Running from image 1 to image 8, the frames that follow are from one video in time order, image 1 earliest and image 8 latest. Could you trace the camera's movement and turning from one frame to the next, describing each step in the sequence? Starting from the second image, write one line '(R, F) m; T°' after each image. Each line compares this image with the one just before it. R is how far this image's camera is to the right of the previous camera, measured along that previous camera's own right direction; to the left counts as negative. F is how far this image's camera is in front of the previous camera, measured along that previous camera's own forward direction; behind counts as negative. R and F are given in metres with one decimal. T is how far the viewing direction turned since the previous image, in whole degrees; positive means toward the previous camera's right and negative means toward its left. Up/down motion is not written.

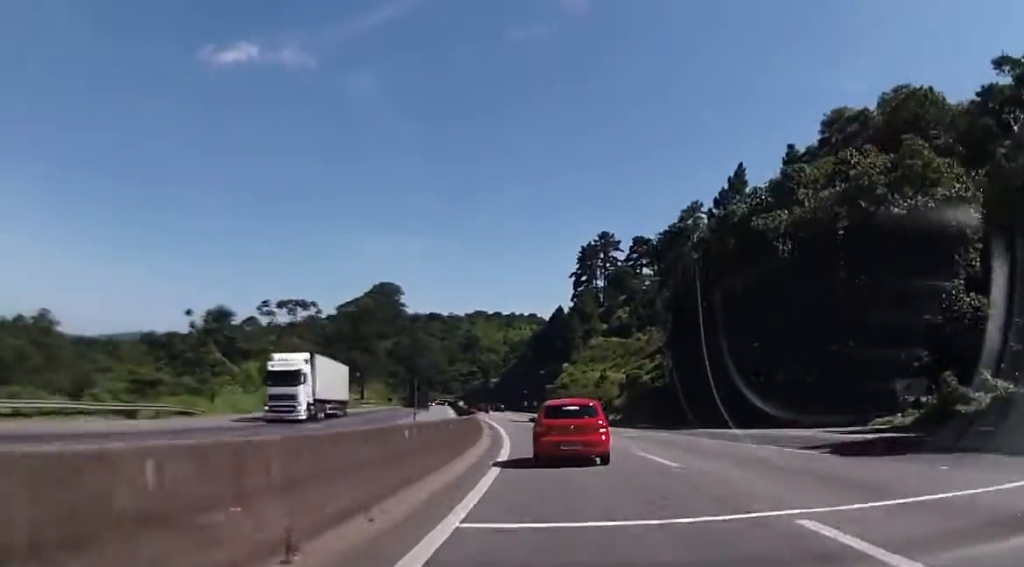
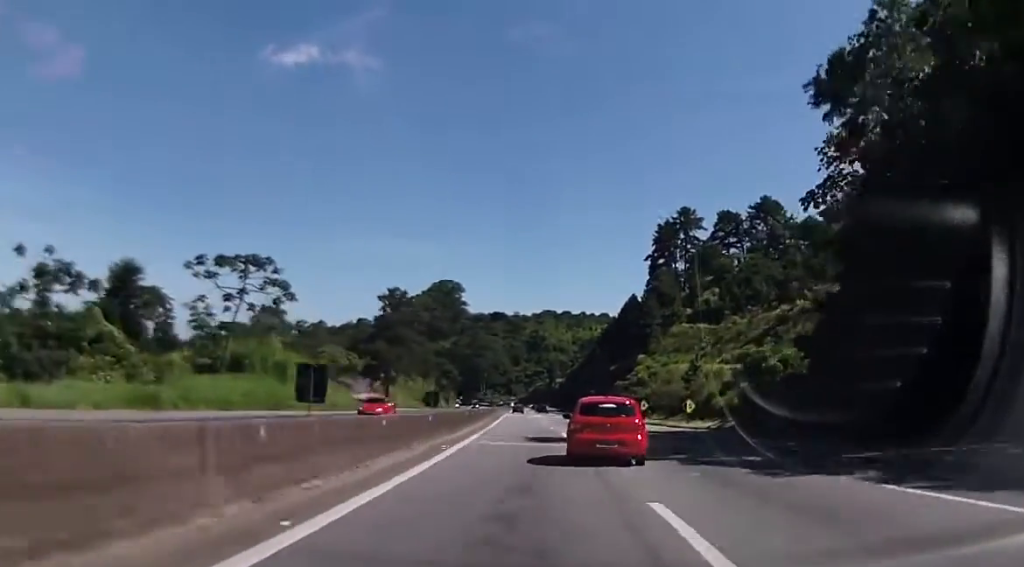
(-1.6, +34.8) m; -7°
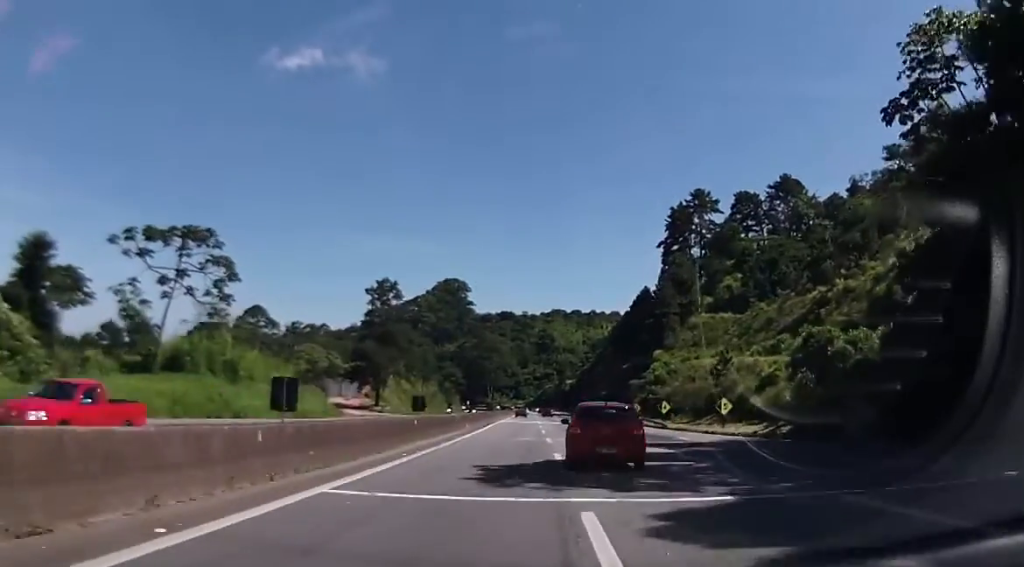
(-0.4, +13.5) m; -2°
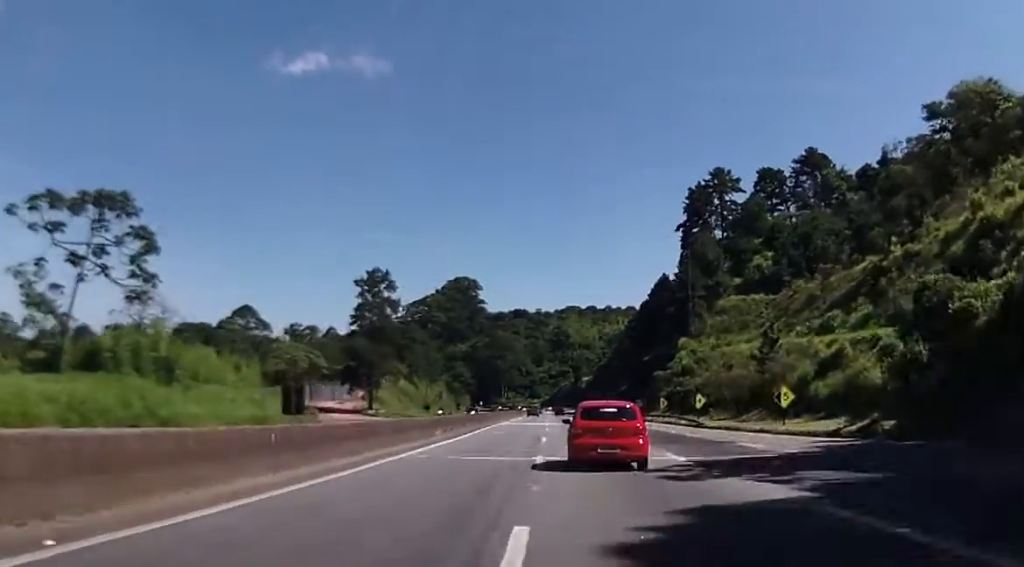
(-0.3, +13.5) m; -1°
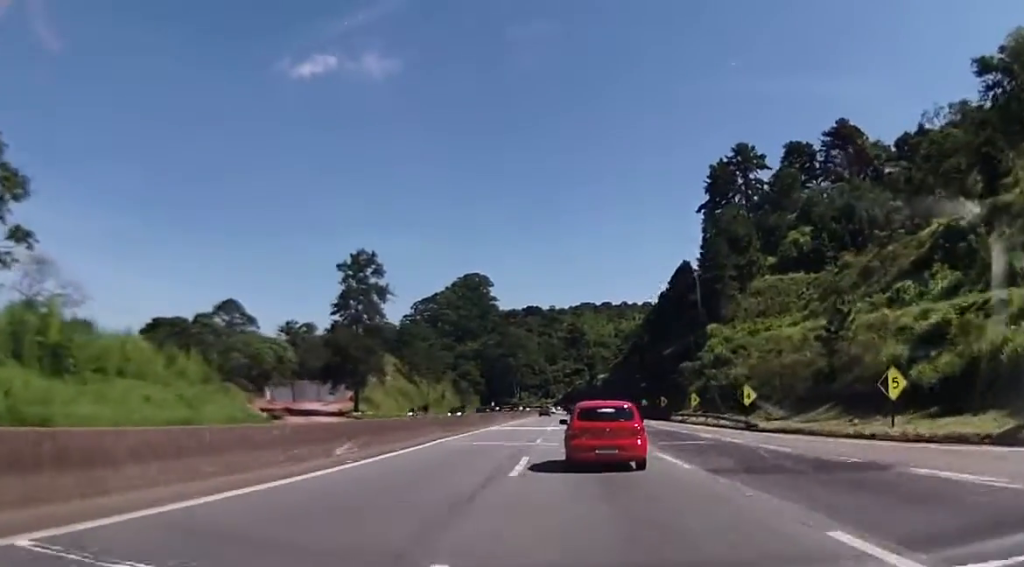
(-0.1, +14.3) m; -1°
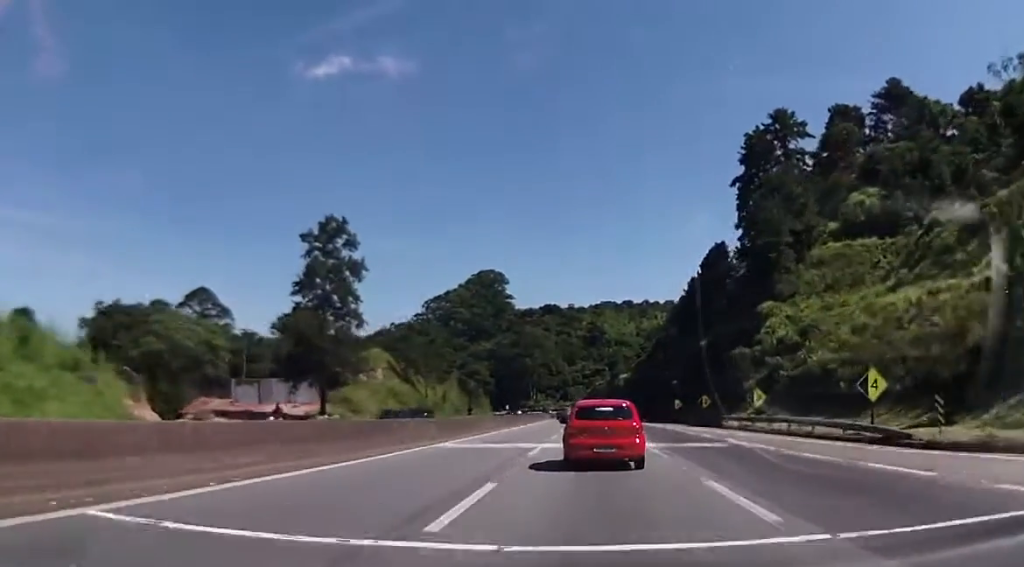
(0.0, +19.8) m; -2°
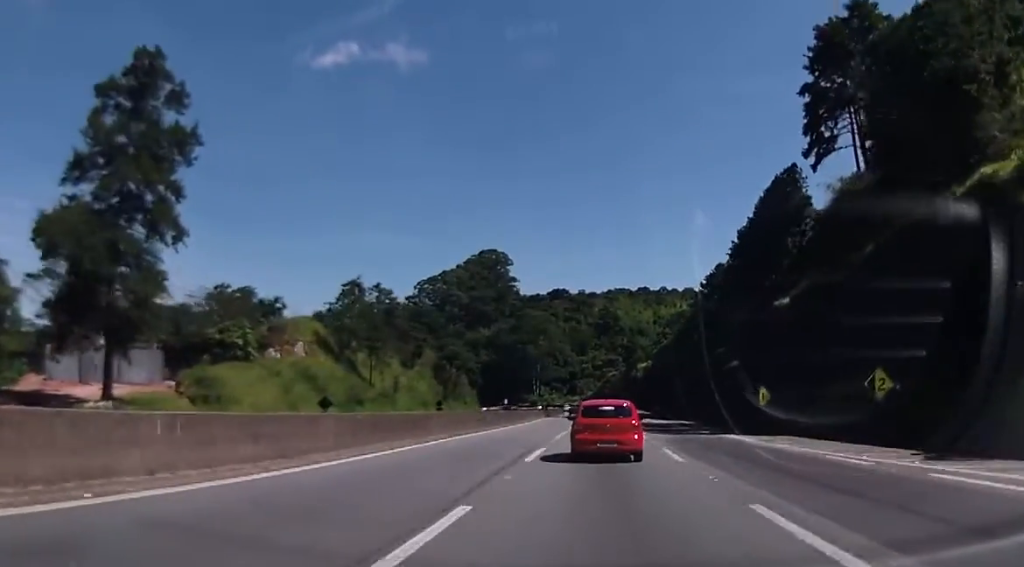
(-1.3, +41.6) m; -2°
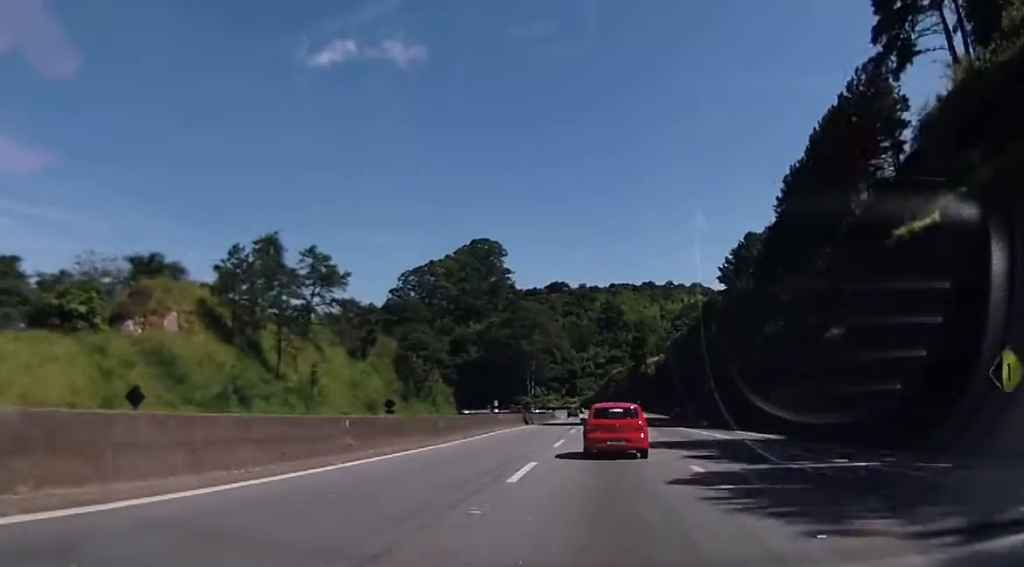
(-0.2, +30.2) m; -1°
